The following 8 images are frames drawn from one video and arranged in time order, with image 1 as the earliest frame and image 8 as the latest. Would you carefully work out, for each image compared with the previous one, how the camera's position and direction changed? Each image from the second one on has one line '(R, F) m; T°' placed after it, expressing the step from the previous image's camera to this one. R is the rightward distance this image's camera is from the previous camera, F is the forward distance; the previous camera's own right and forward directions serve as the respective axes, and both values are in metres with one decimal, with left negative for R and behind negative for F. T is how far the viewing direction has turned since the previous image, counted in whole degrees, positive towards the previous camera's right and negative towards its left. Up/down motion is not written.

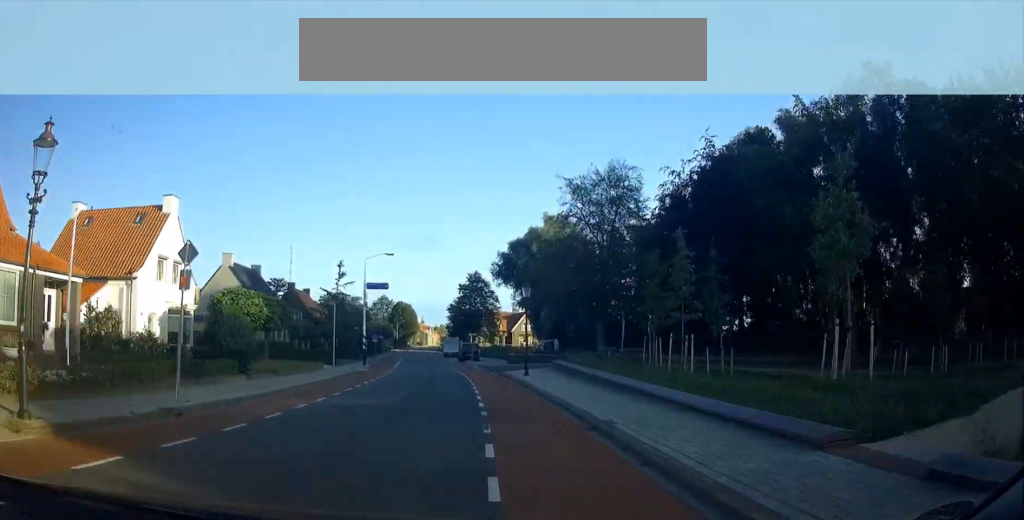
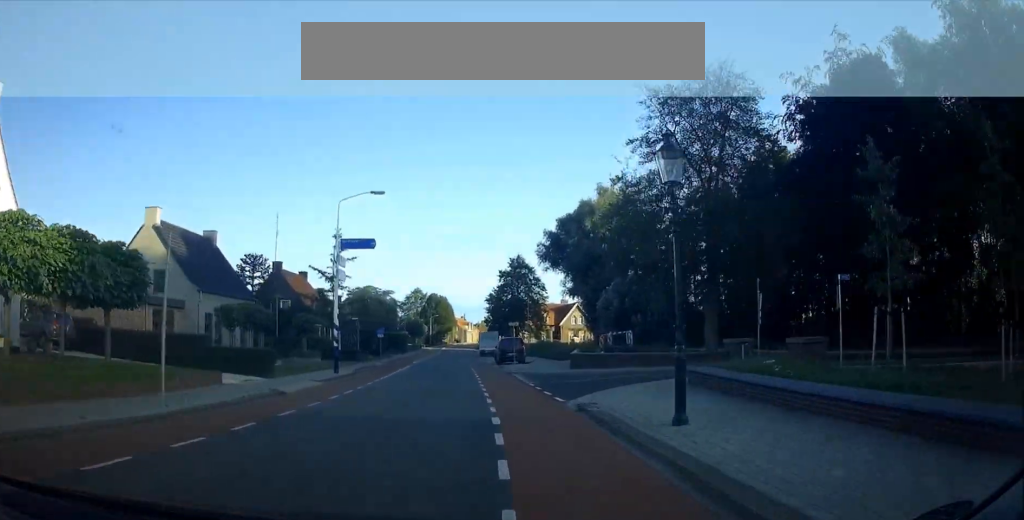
(-0.3, +18.3) m; -3°
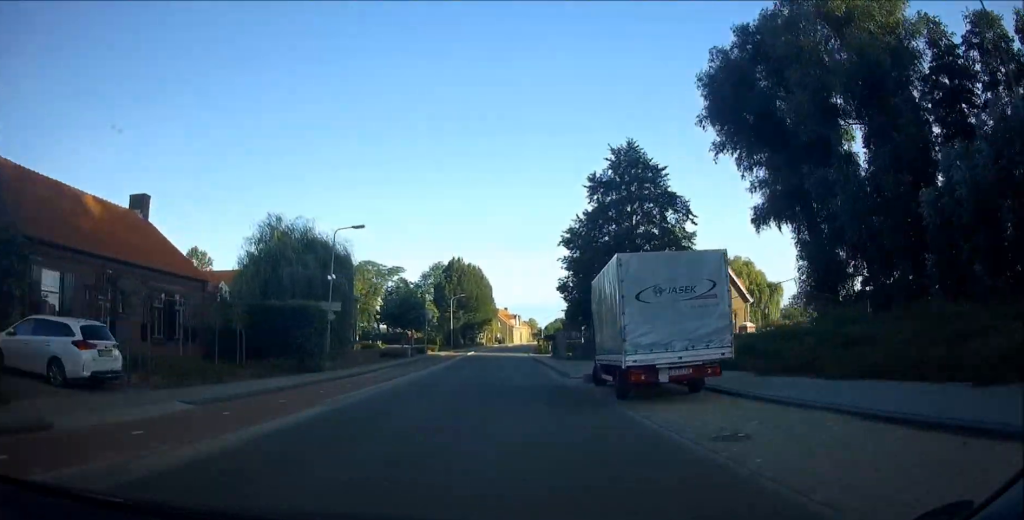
(-2.4, +62.6) m; -2°
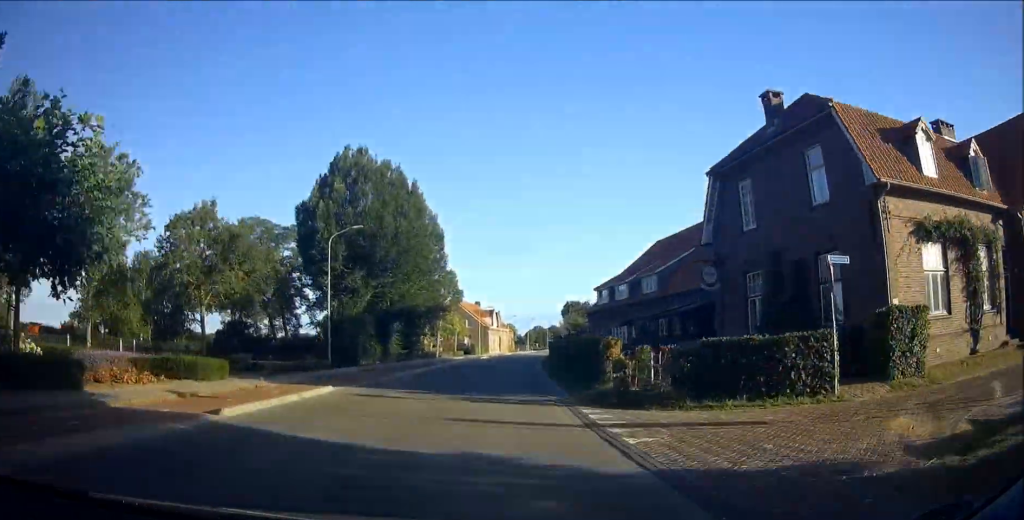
(+0.9, +50.5) m; +3°
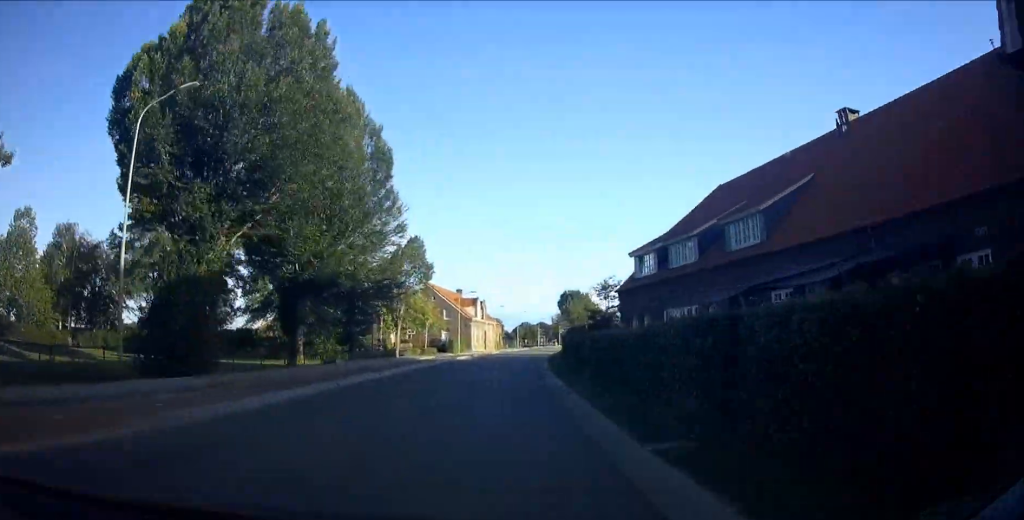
(+0.3, +17.7) m; +2°
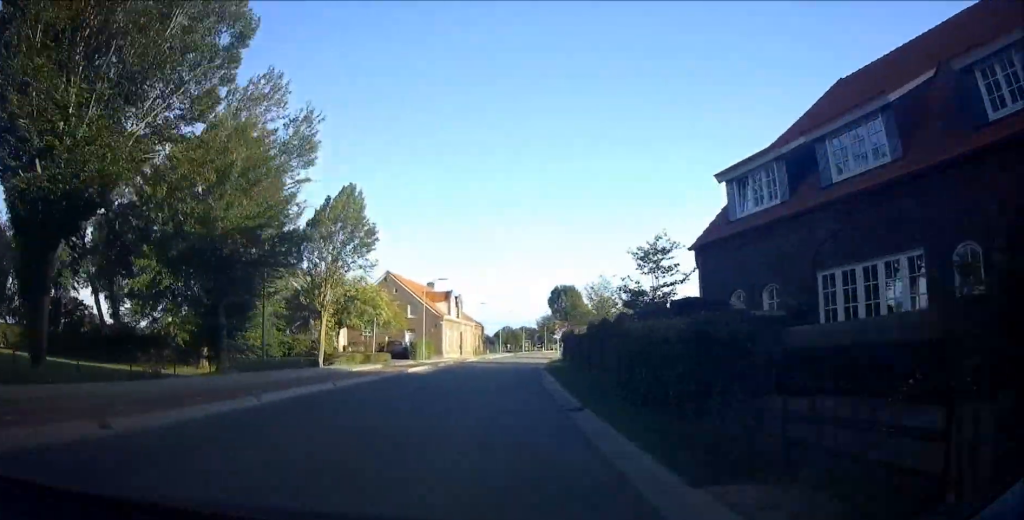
(-0.1, +15.8) m; +2°
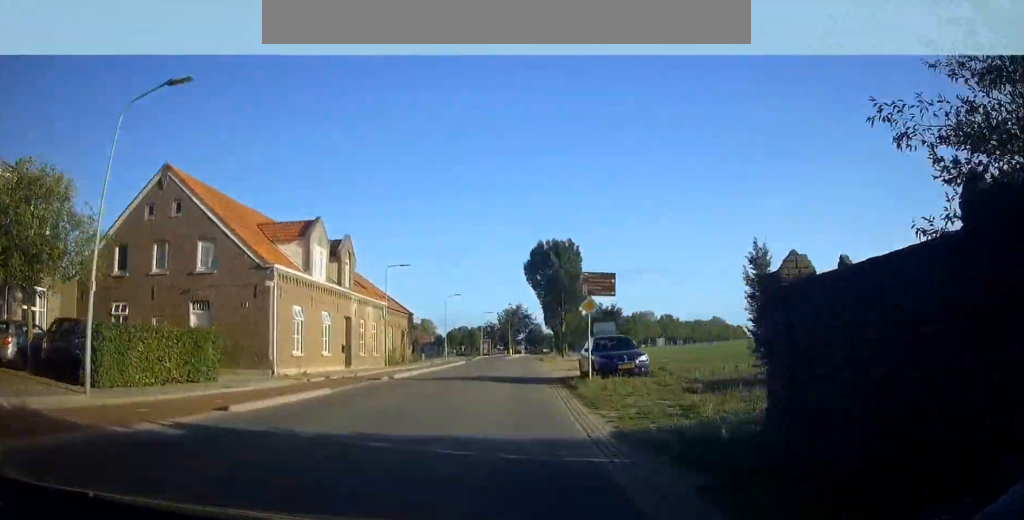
(+1.7, +37.8) m; +4°
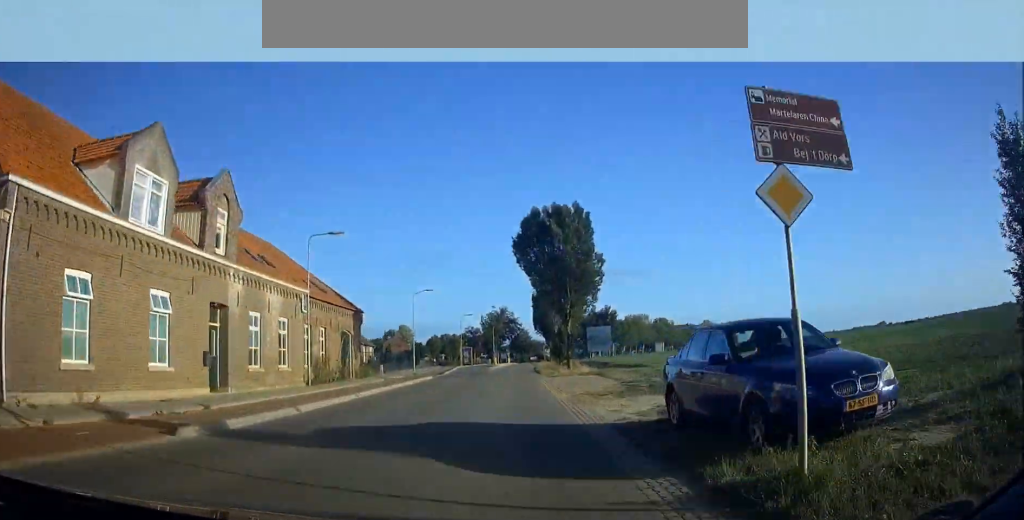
(+0.3, +14.1) m; +1°
